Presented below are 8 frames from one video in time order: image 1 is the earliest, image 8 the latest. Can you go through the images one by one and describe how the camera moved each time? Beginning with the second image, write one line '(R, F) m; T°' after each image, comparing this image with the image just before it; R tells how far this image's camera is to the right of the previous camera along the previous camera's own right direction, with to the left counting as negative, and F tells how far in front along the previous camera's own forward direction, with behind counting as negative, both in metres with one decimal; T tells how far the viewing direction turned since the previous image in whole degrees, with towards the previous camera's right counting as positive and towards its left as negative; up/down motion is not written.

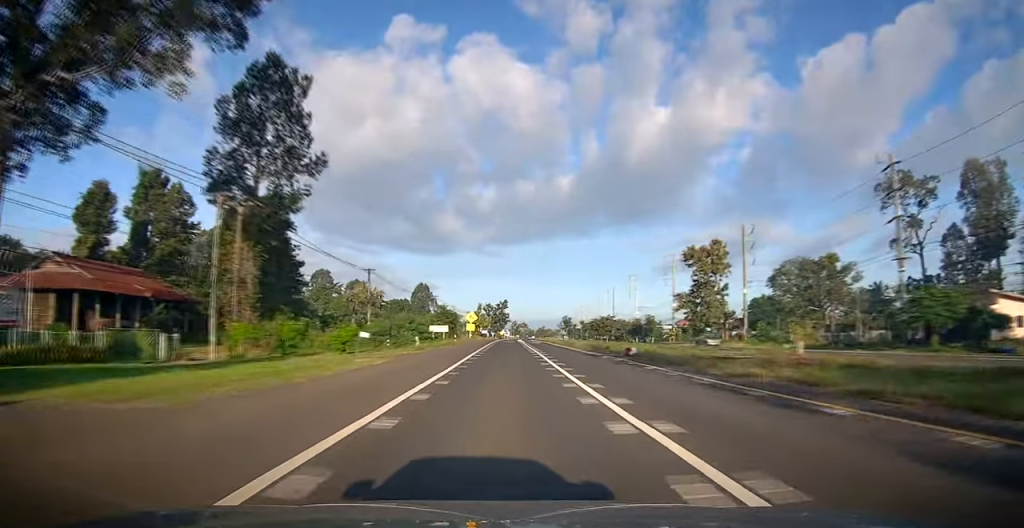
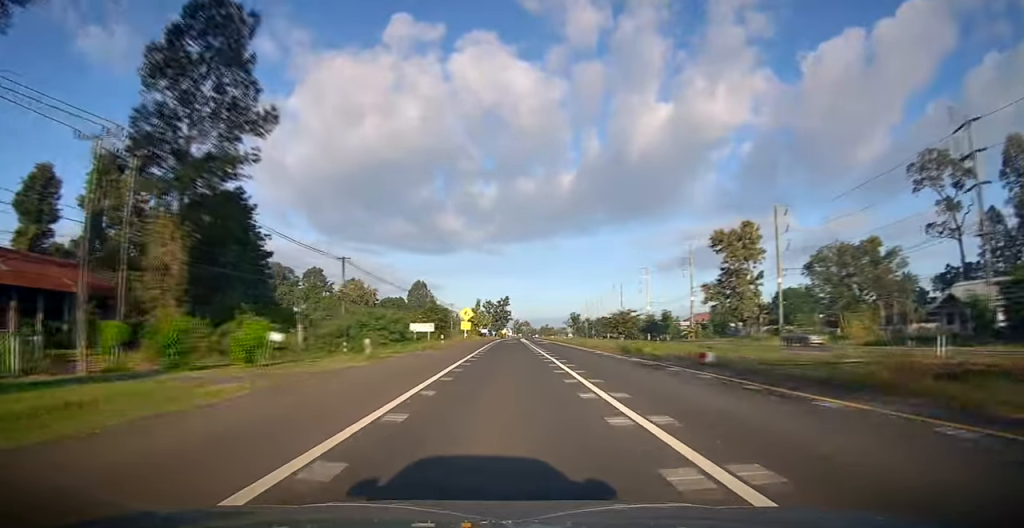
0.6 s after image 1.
(0.0, +11.7) m; 0°
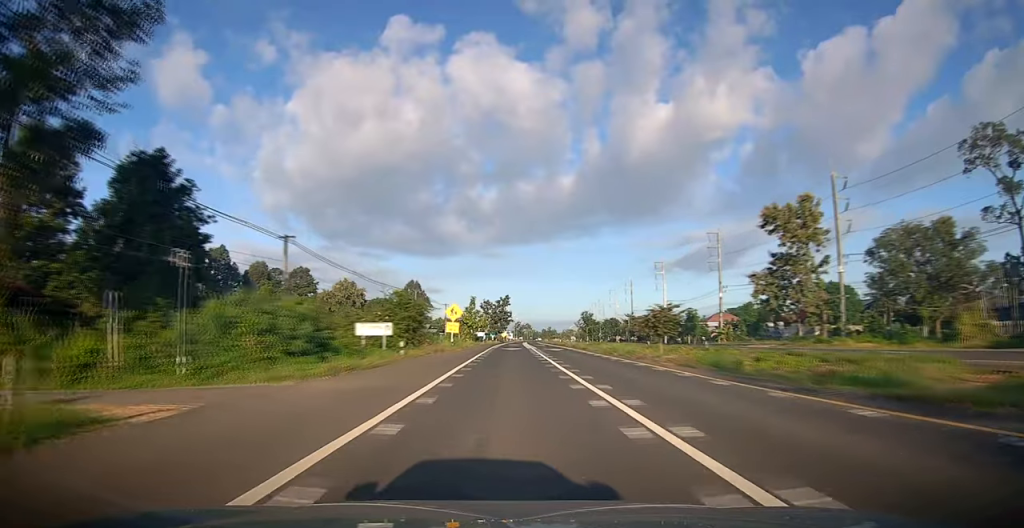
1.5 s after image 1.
(0.0, +16.0) m; 0°
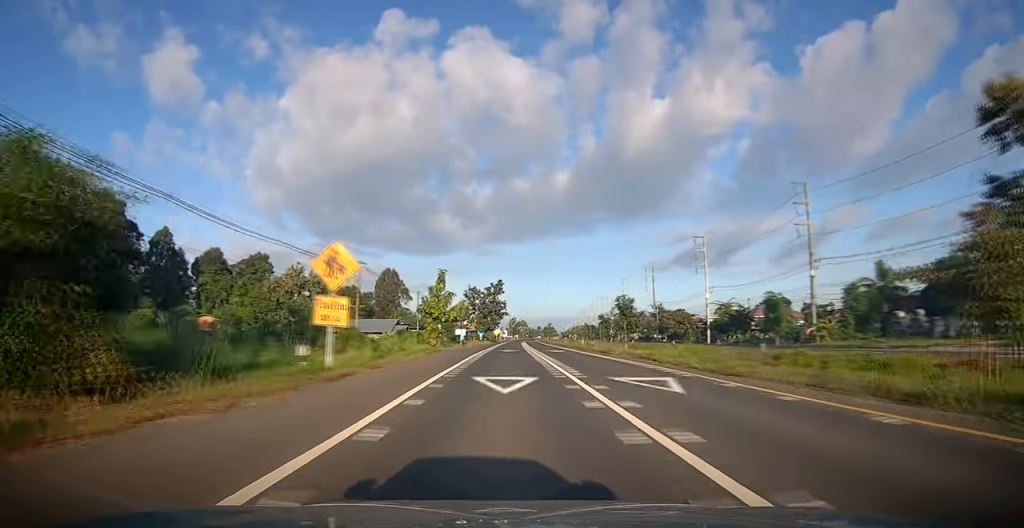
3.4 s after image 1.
(-0.2, +33.6) m; 0°
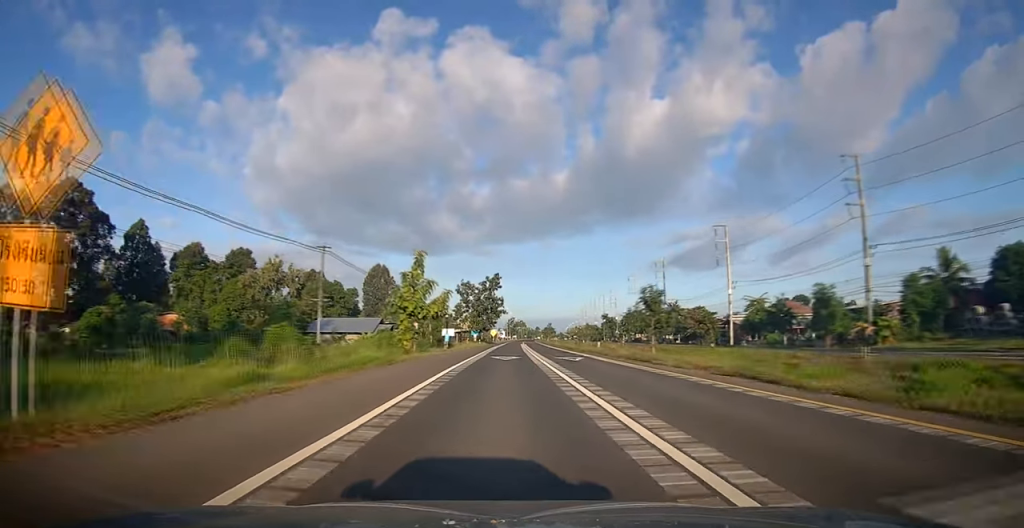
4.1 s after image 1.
(+0.2, +11.9) m; +1°
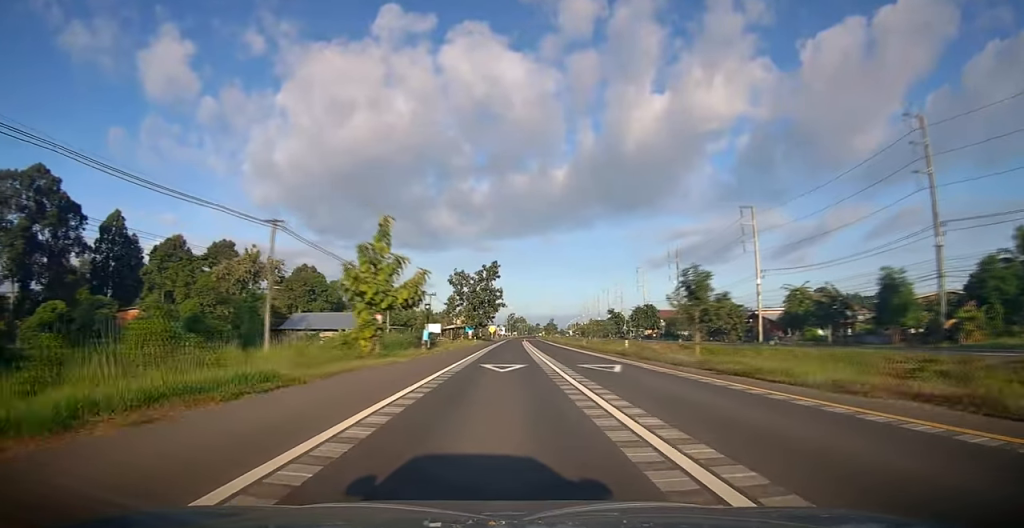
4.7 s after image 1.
(0.0, +11.0) m; 0°
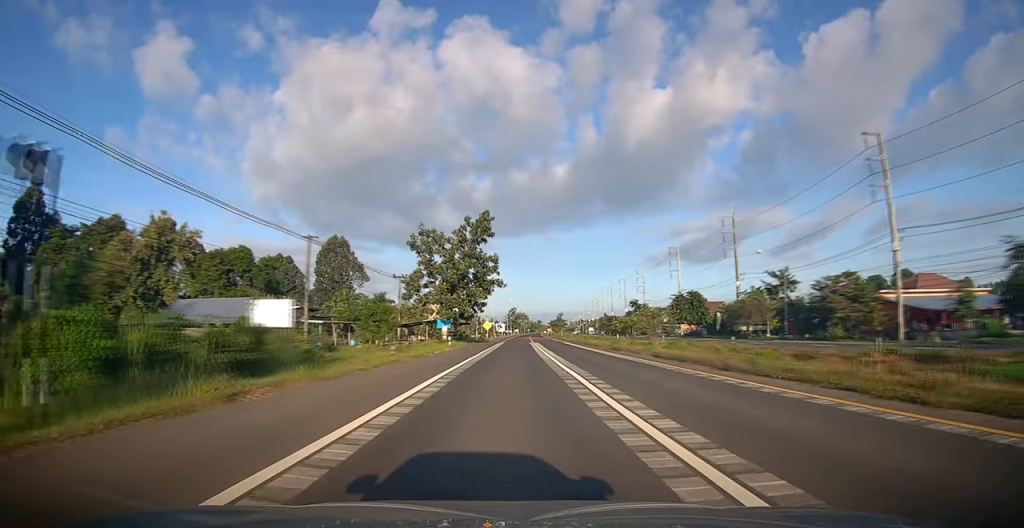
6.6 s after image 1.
(+0.1, +31.4) m; 0°
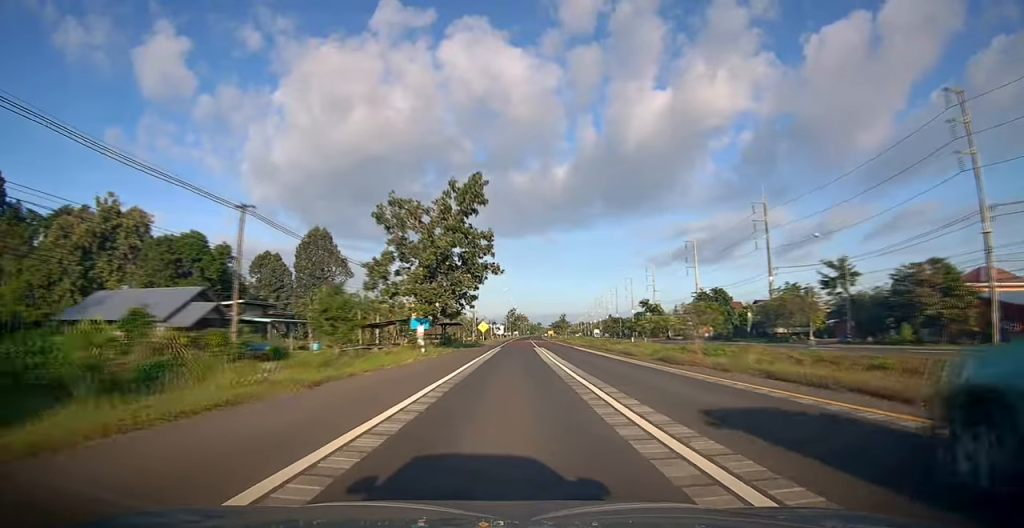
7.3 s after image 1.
(0.0, +12.3) m; 0°
